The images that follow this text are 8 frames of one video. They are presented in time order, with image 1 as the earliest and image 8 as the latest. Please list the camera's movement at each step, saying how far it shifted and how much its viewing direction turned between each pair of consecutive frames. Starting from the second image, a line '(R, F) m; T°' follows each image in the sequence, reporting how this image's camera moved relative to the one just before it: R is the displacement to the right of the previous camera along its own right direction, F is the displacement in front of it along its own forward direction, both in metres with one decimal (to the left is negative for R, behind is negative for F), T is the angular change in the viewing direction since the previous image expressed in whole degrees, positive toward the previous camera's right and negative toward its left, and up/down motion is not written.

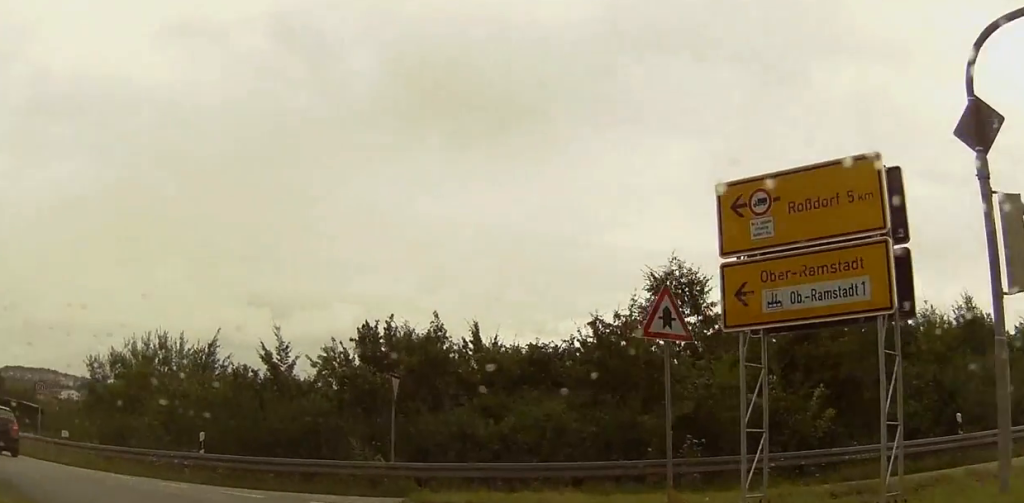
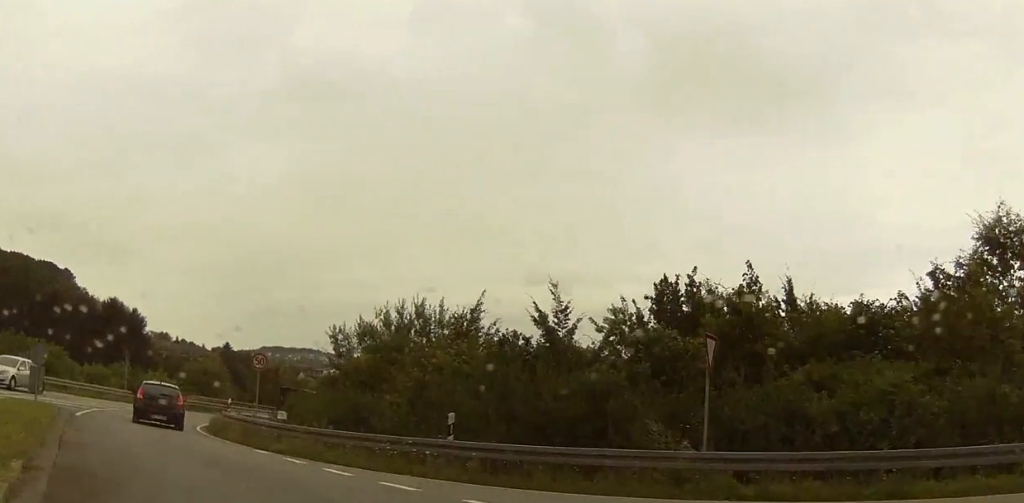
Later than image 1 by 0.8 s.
(-0.8, +5.3) m; -13°
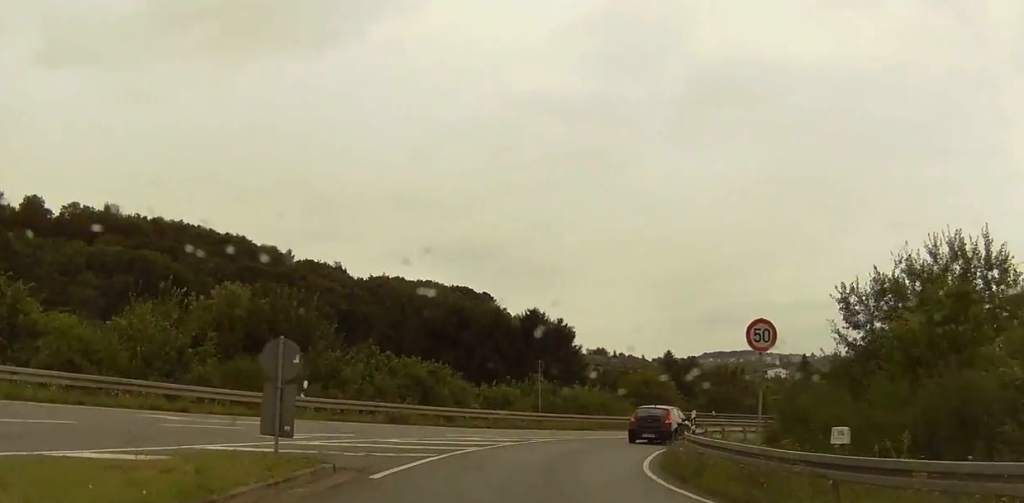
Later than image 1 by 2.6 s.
(-3.4, +13.0) m; -35°
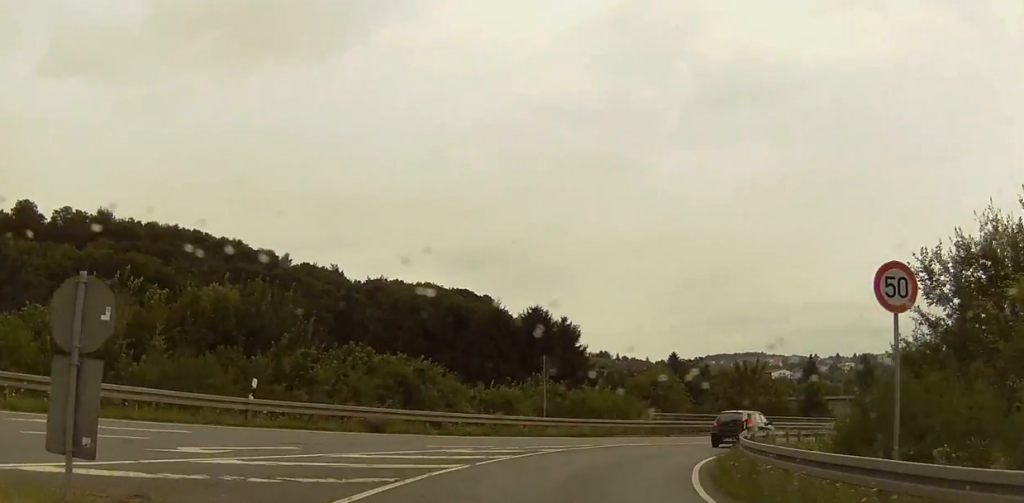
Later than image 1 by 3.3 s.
(-0.8, +6.0) m; -9°
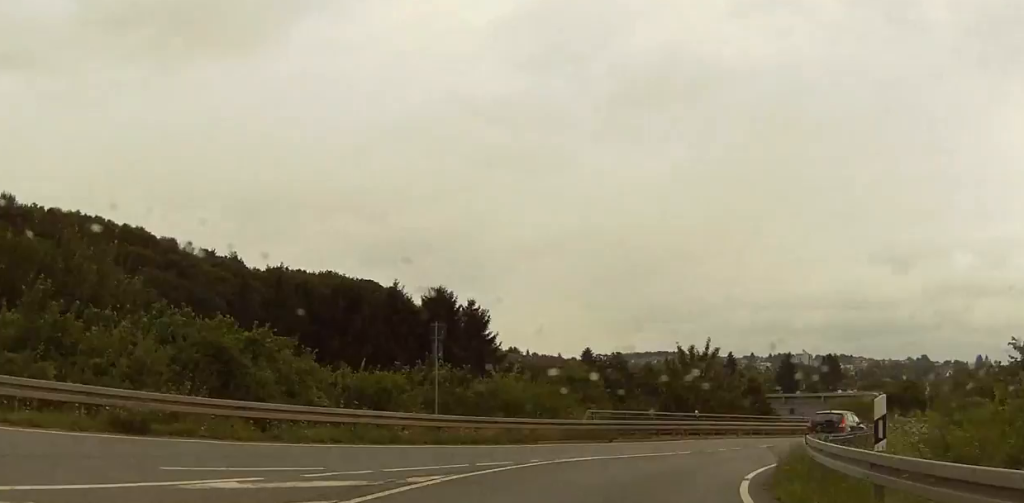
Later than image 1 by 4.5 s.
(-1.2, +12.1) m; -1°
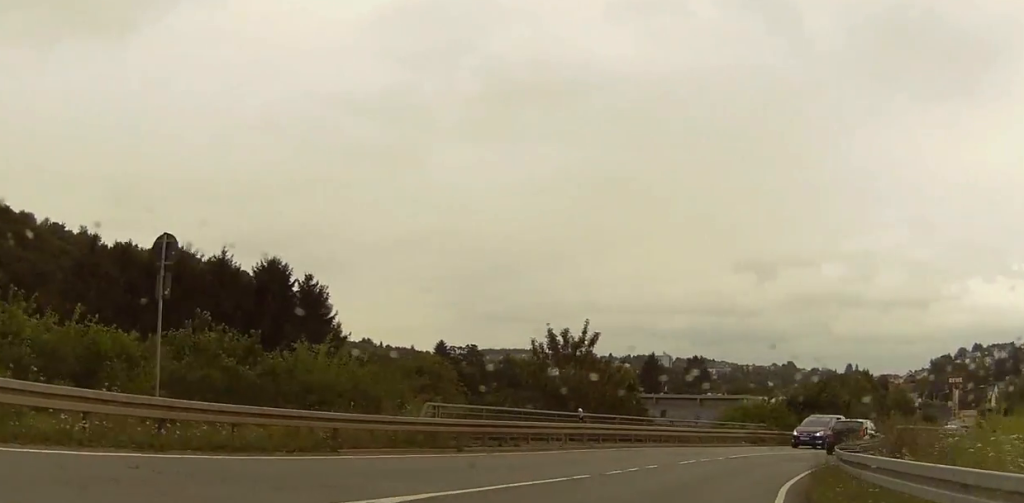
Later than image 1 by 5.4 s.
(+0.9, +10.5) m; +12°
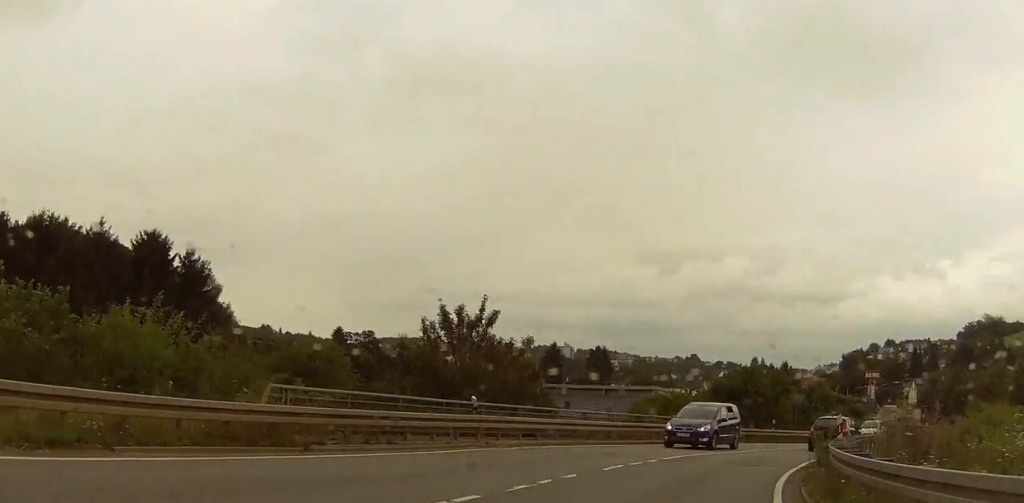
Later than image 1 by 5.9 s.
(+0.6, +5.6) m; +5°
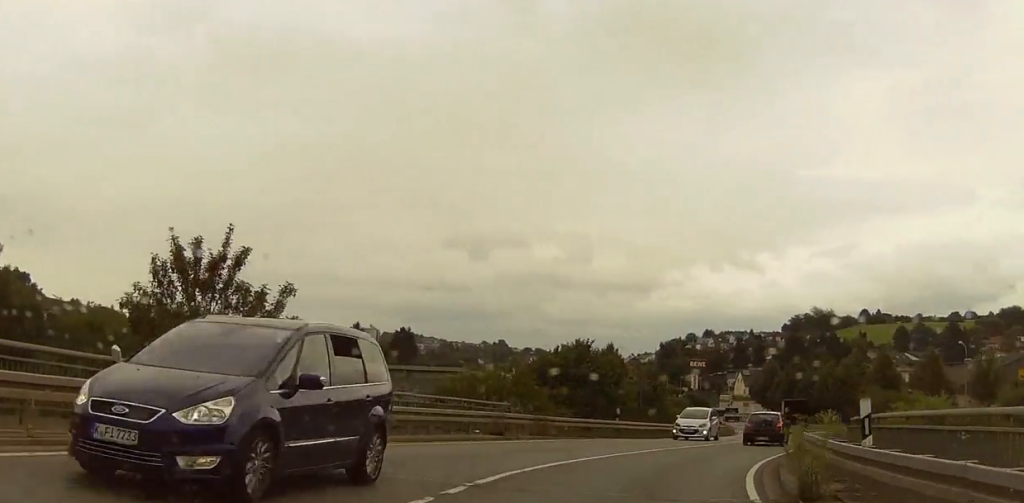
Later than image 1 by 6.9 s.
(+0.9, +11.2) m; +10°
